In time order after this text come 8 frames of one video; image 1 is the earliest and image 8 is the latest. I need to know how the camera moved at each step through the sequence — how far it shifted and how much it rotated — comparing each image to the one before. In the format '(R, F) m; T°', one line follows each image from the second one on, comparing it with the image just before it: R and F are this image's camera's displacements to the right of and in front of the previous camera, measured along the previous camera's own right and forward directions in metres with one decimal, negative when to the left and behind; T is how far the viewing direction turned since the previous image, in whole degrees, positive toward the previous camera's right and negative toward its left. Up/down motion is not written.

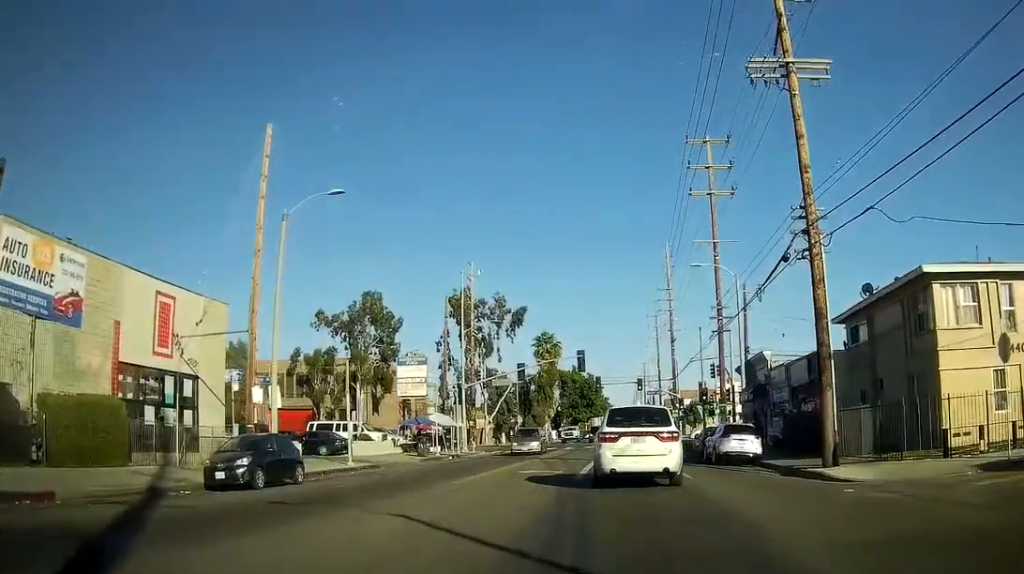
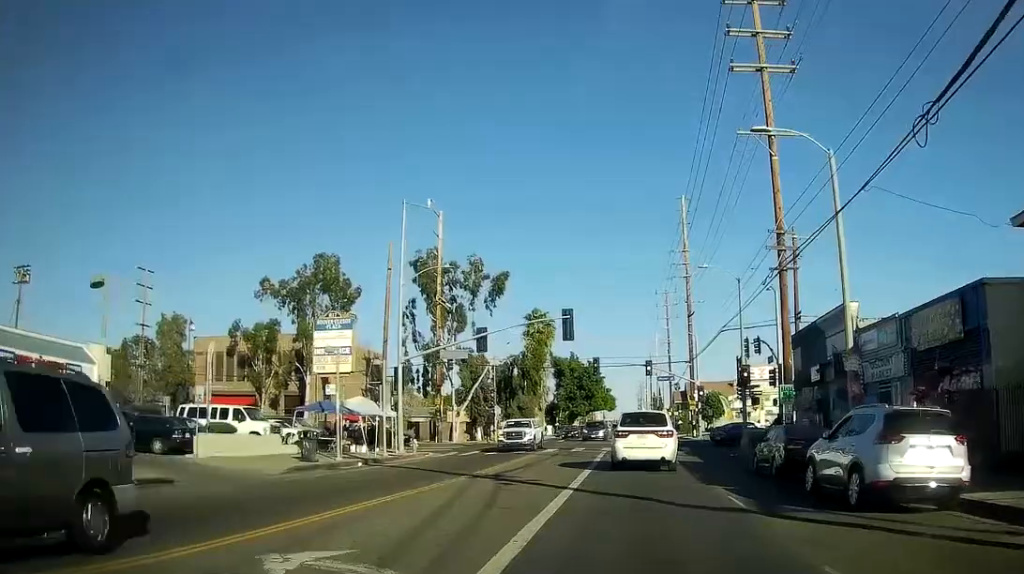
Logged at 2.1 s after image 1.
(0.0, +18.7) m; +1°
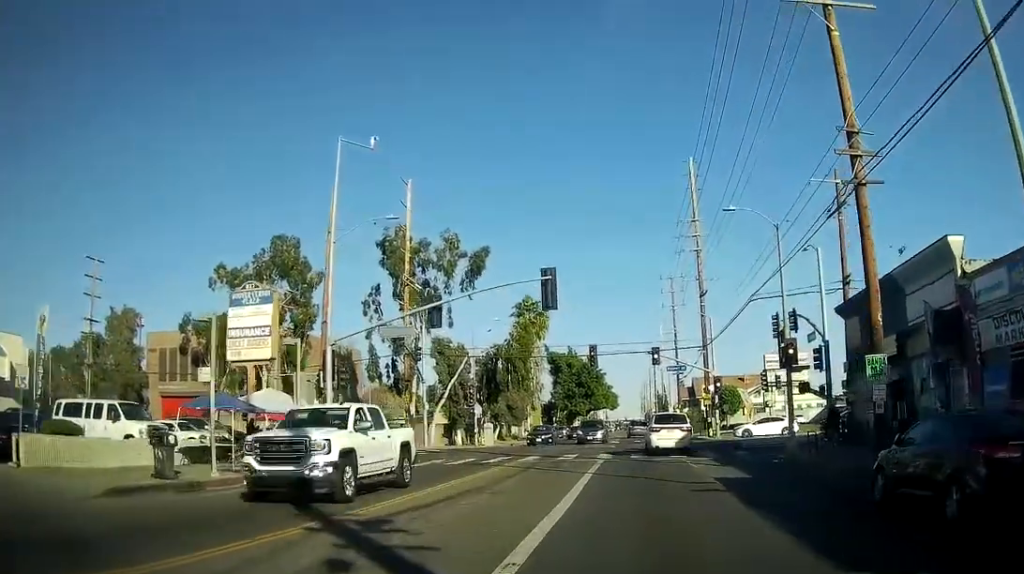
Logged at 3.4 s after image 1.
(+0.2, +11.5) m; +2°
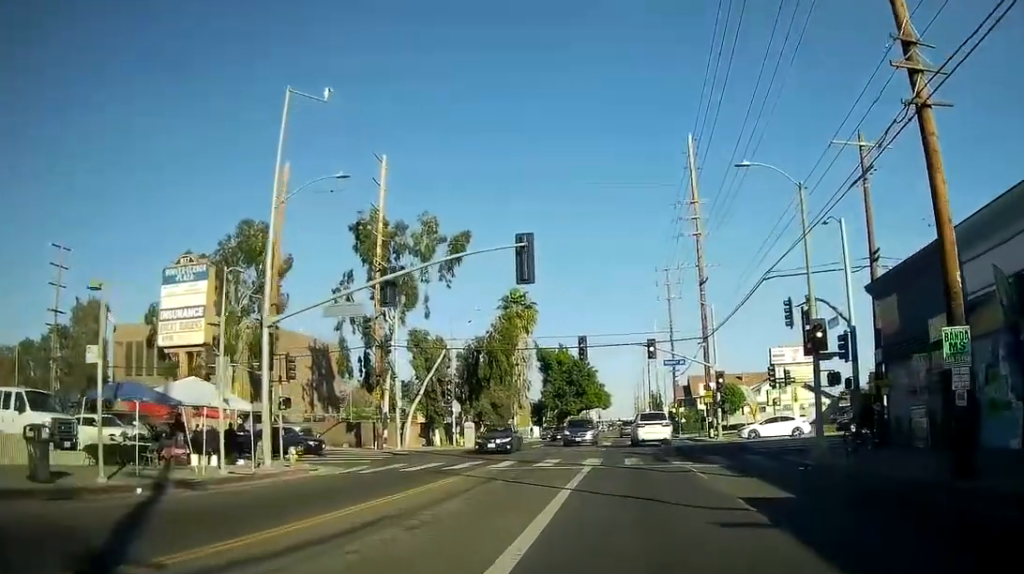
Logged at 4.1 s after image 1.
(0.0, +6.3) m; +1°
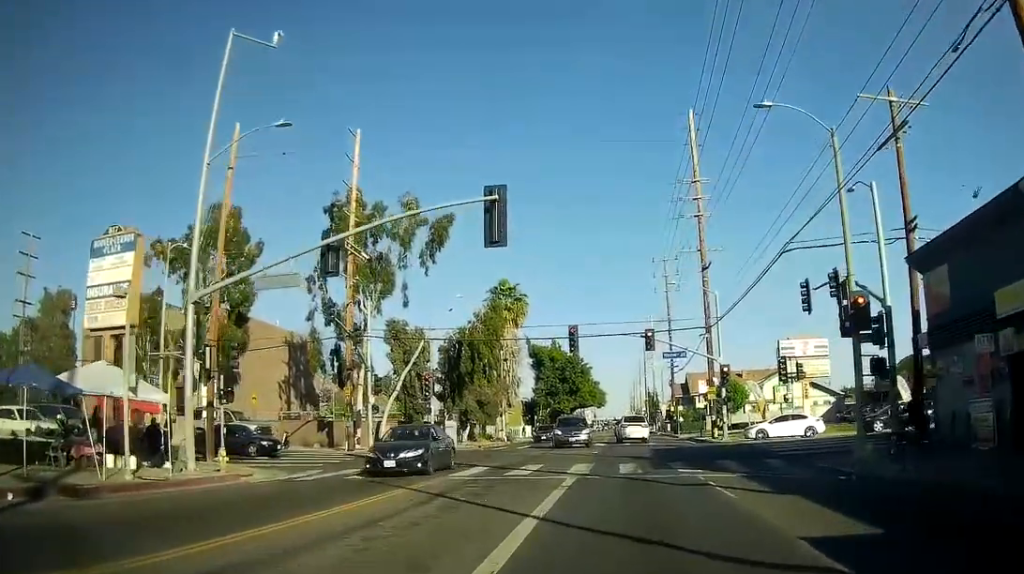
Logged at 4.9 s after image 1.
(+0.1, +5.8) m; +1°
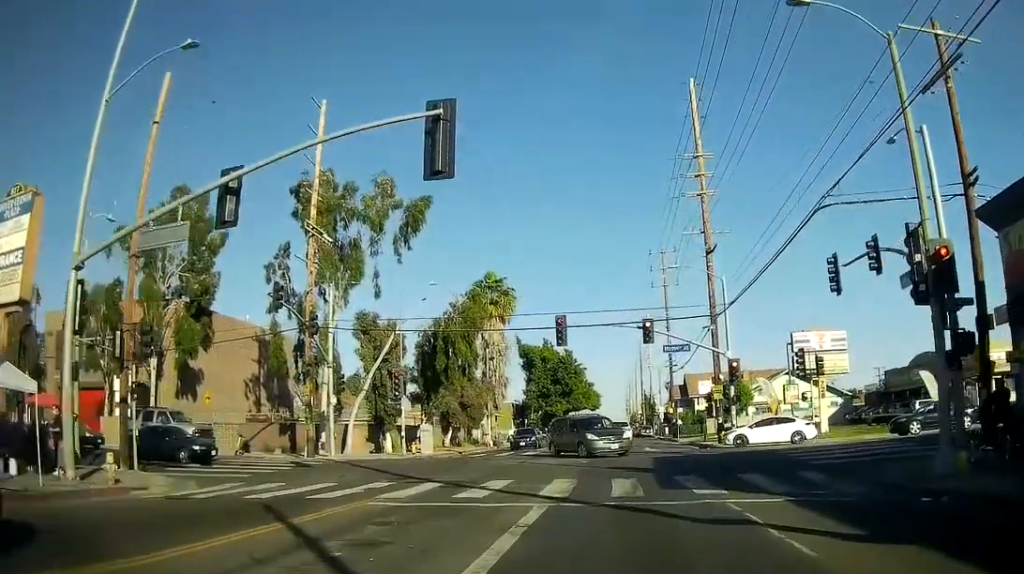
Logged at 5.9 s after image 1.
(0.0, +7.0) m; 0°
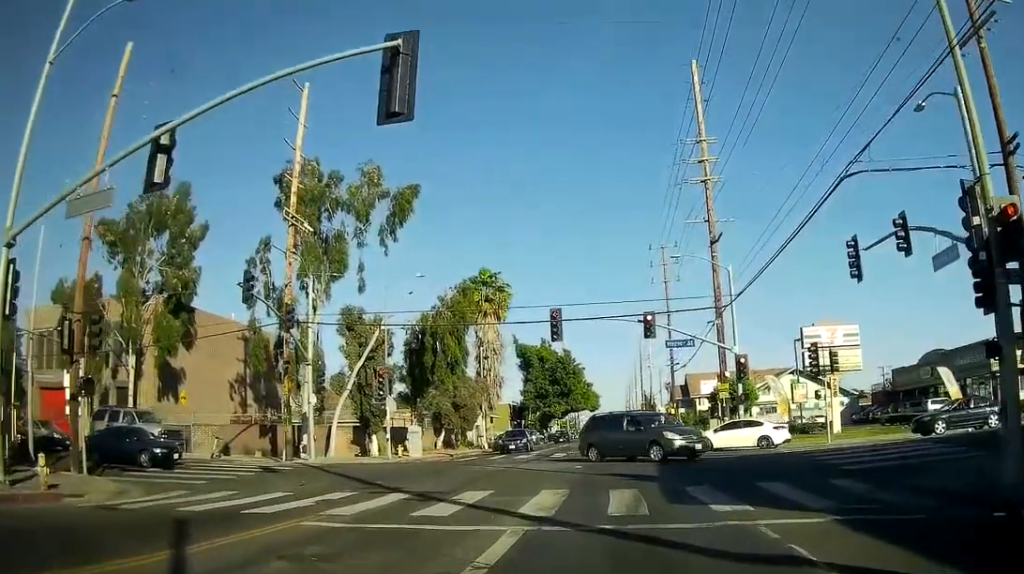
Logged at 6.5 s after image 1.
(0.0, +3.6) m; 0°
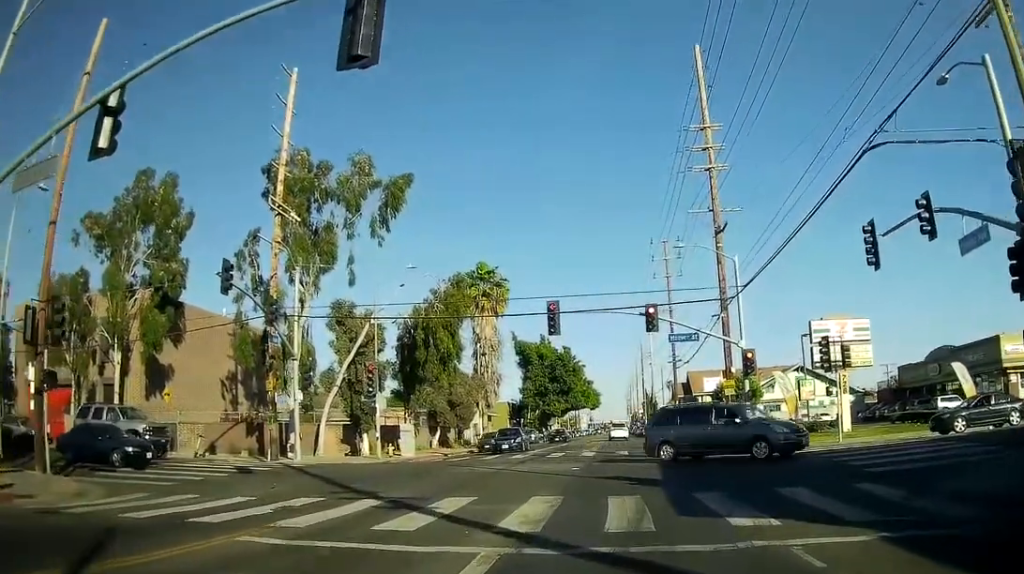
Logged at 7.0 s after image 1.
(0.0, +2.7) m; 0°
